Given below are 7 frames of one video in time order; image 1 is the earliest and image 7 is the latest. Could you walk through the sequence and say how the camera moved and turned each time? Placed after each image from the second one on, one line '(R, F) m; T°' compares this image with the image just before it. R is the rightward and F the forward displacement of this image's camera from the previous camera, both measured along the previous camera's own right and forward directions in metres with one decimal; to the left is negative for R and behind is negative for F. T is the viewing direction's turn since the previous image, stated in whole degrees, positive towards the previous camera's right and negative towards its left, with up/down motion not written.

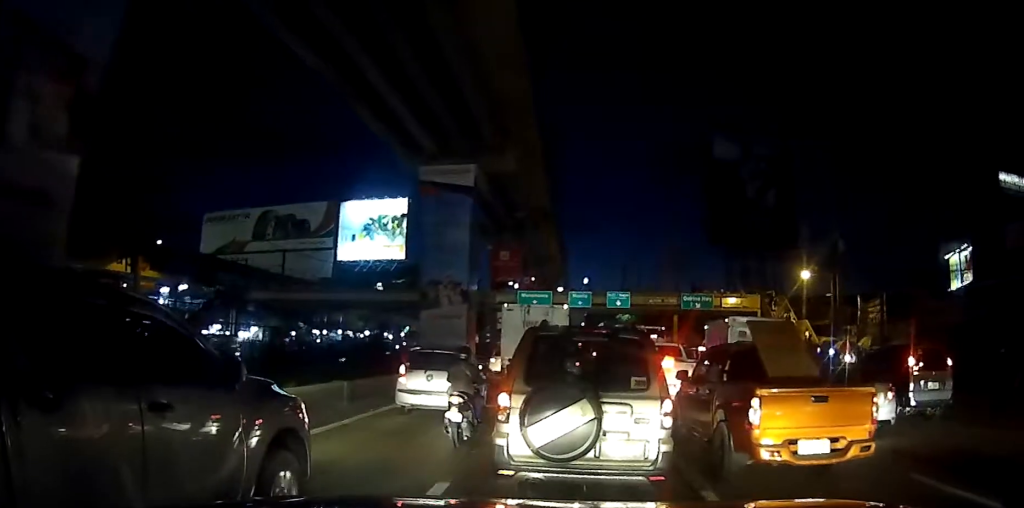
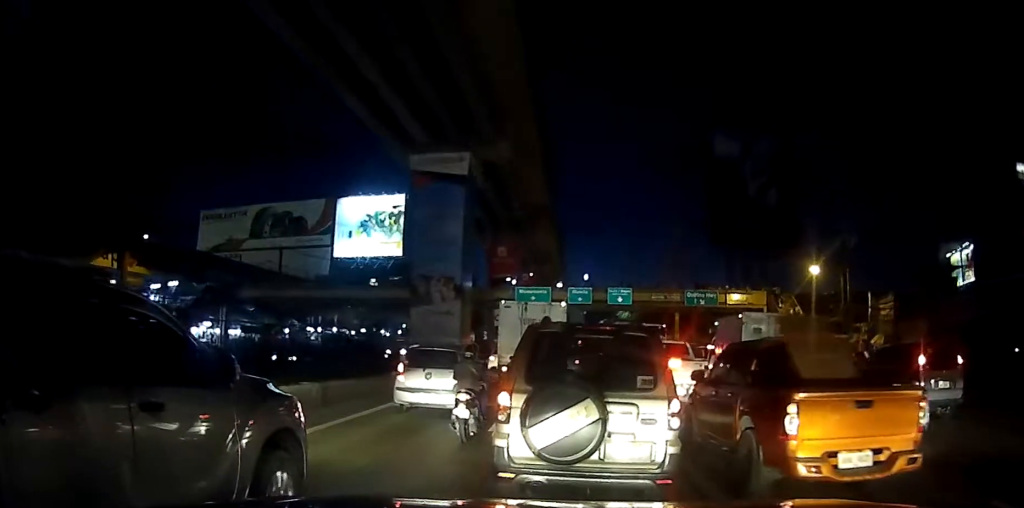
(0.0, +1.6) m; 0°
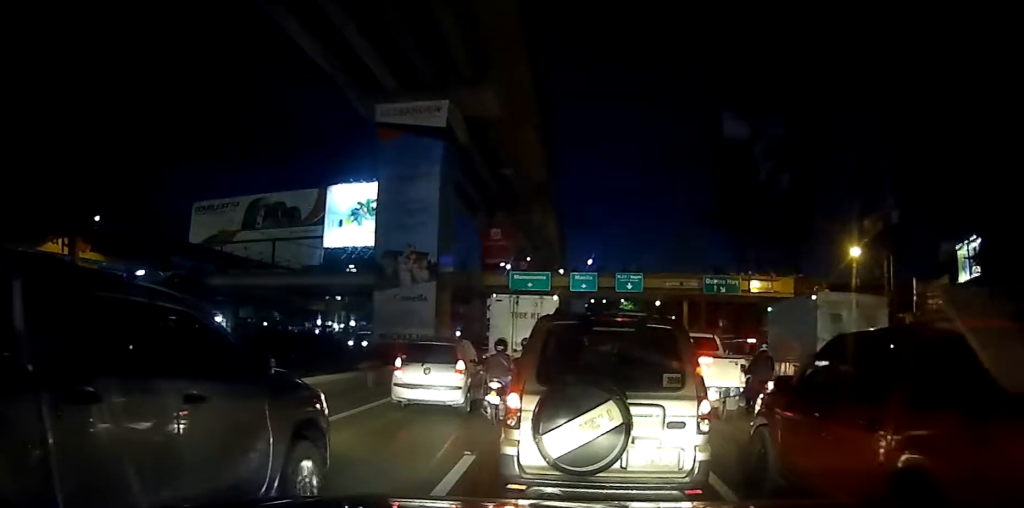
(+0.1, +5.7) m; +3°
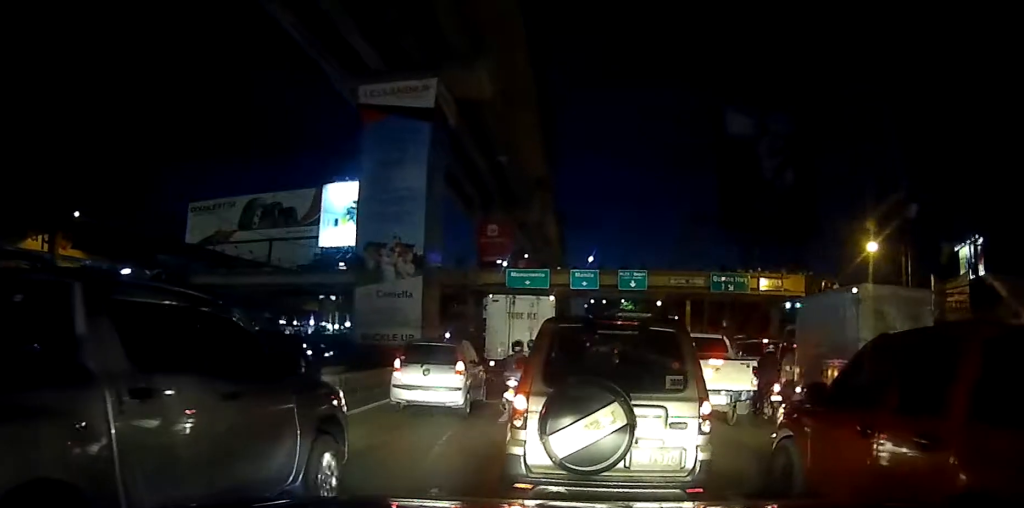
(+0.1, +2.2) m; 0°
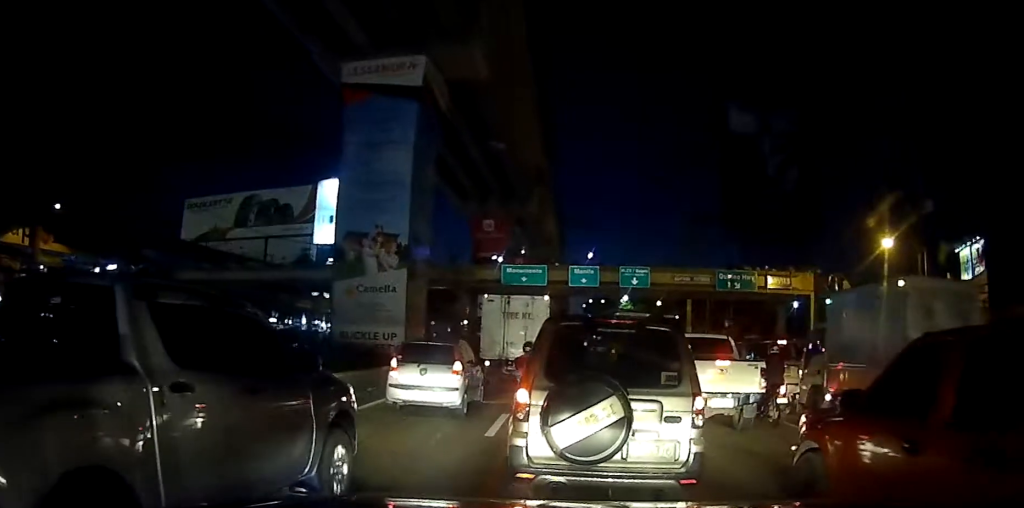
(-0.1, +2.1) m; +1°
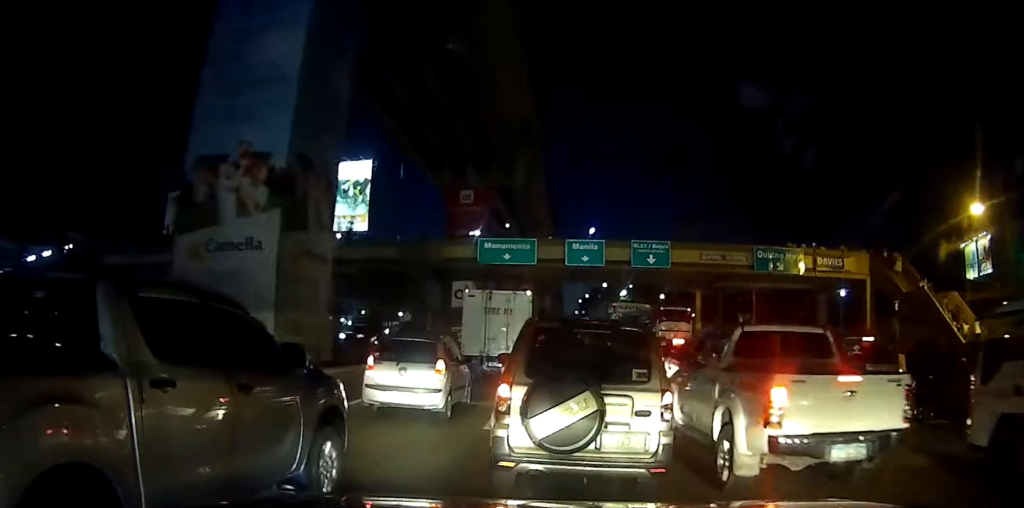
(+0.2, +8.7) m; 0°
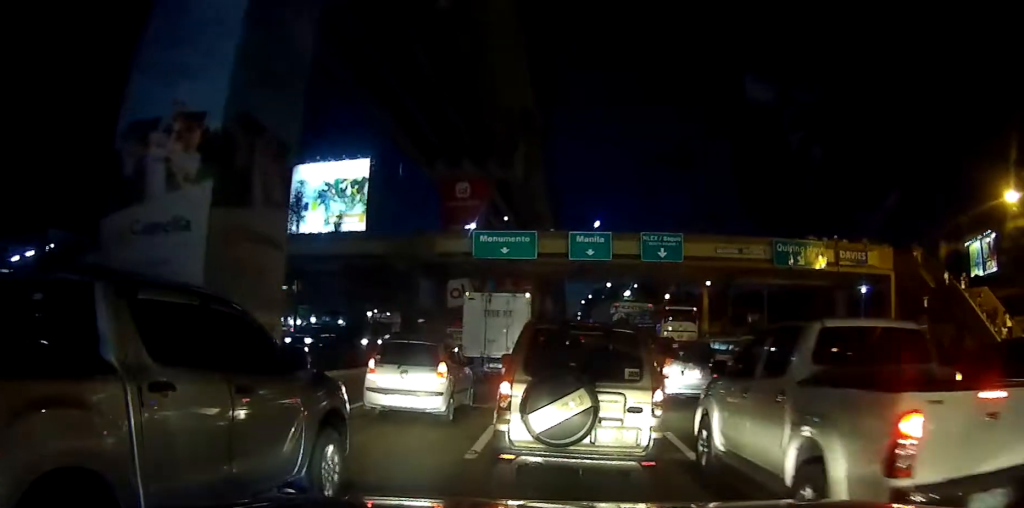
(0.0, +2.7) m; +1°
